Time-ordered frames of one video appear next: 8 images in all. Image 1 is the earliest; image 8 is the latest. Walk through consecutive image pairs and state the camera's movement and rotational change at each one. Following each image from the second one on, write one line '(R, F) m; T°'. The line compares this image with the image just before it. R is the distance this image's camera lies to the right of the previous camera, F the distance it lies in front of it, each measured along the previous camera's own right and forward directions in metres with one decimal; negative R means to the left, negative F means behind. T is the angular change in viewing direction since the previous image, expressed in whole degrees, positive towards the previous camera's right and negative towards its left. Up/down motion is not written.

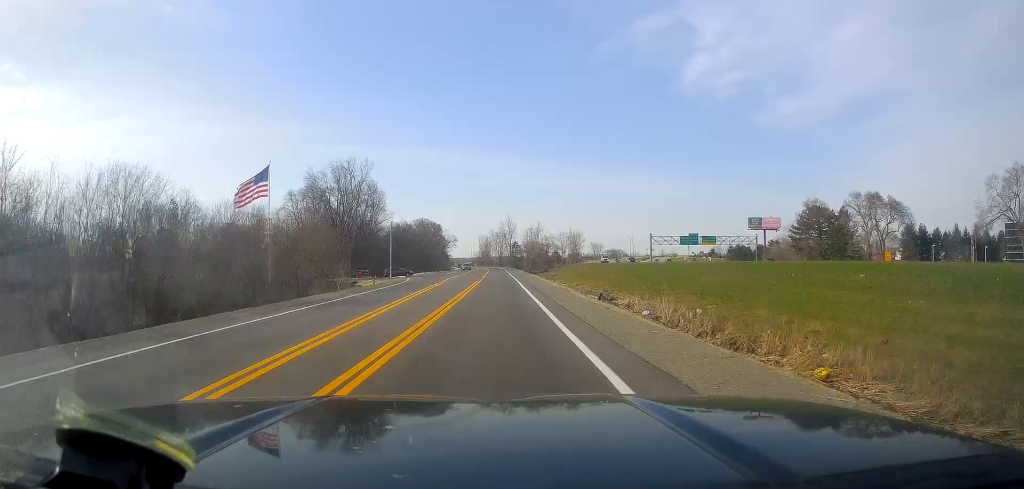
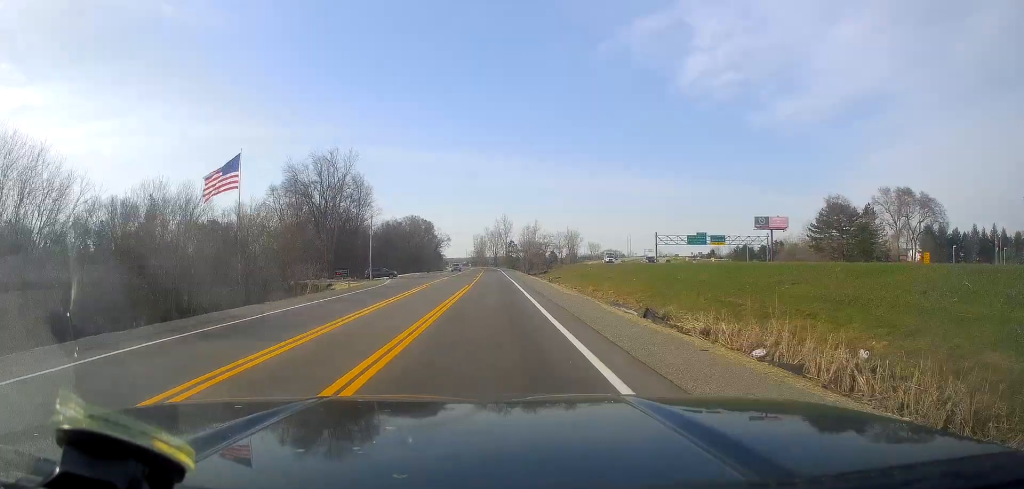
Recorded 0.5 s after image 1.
(+0.3, +11.1) m; +2°
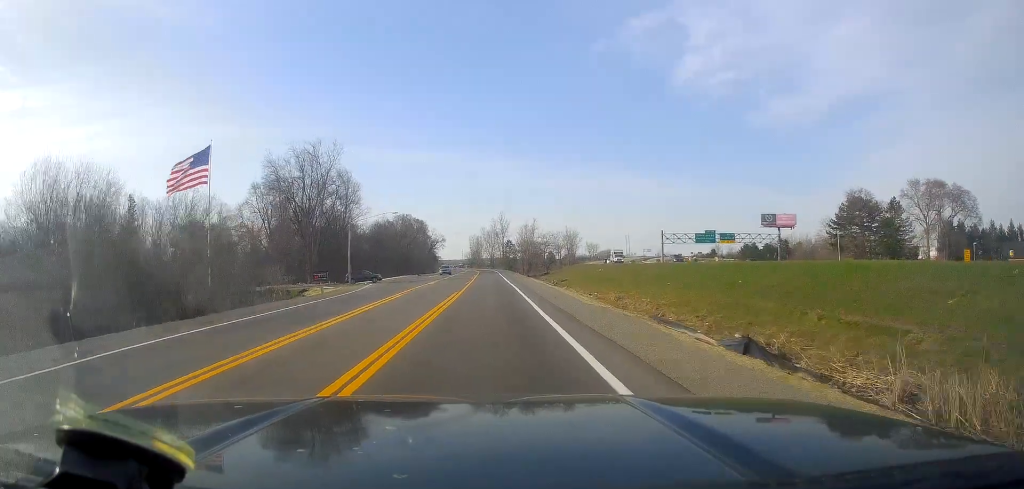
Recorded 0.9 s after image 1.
(+0.1, +9.6) m; +1°
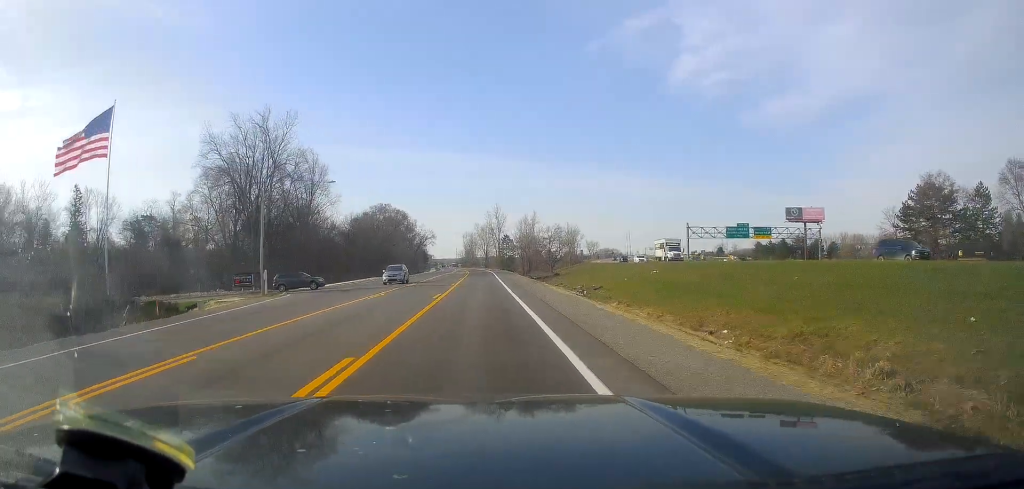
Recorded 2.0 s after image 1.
(+0.2, +24.5) m; -1°
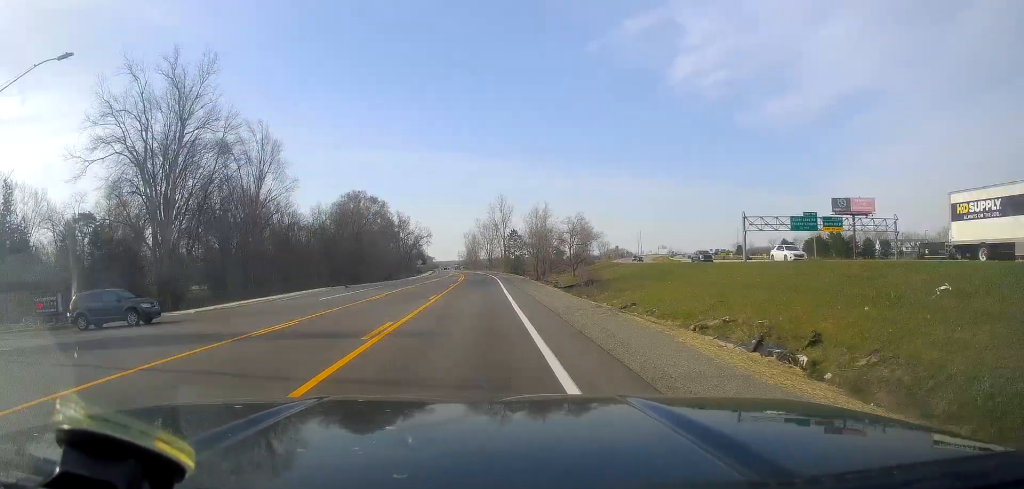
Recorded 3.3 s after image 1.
(-0.7, +29.3) m; -2°
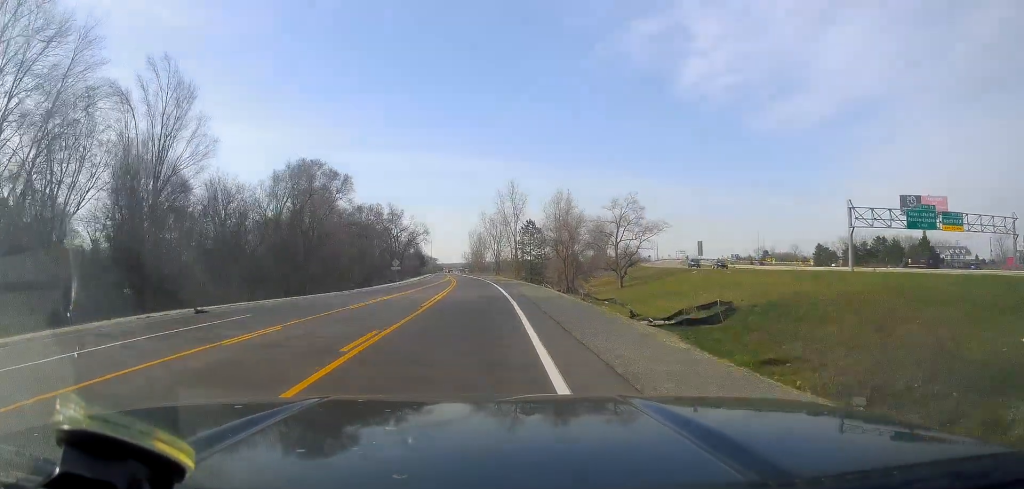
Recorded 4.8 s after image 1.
(+0.2, +32.3) m; -1°
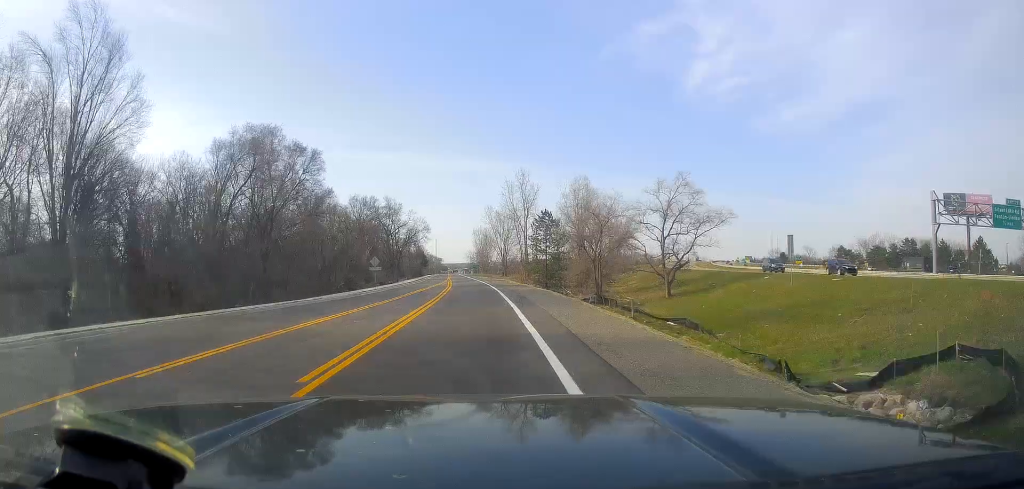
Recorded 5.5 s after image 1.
(-0.6, +16.2) m; 0°
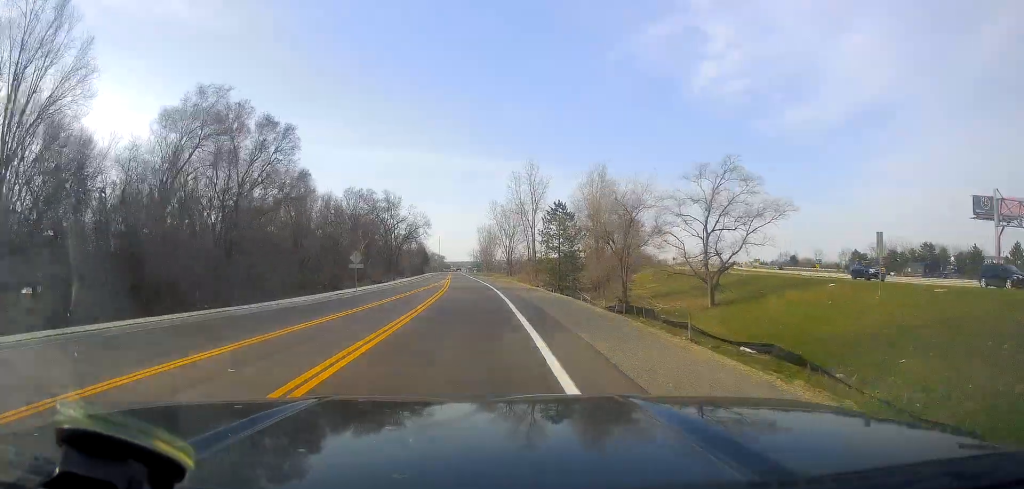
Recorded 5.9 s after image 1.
(-0.1, +9.6) m; 0°
